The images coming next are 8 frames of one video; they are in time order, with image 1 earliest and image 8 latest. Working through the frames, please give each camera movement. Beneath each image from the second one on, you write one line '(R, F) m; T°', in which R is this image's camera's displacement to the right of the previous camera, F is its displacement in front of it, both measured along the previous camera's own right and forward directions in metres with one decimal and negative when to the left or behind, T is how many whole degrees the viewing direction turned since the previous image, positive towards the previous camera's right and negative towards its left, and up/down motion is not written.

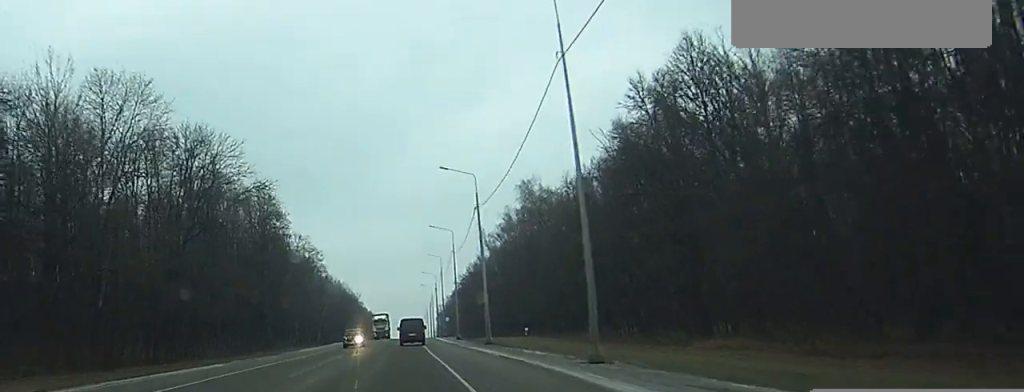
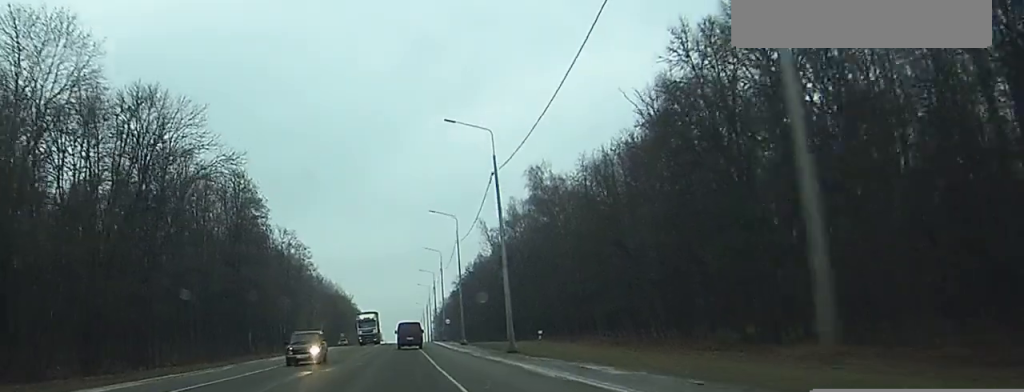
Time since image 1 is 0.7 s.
(0.0, +14.9) m; 0°
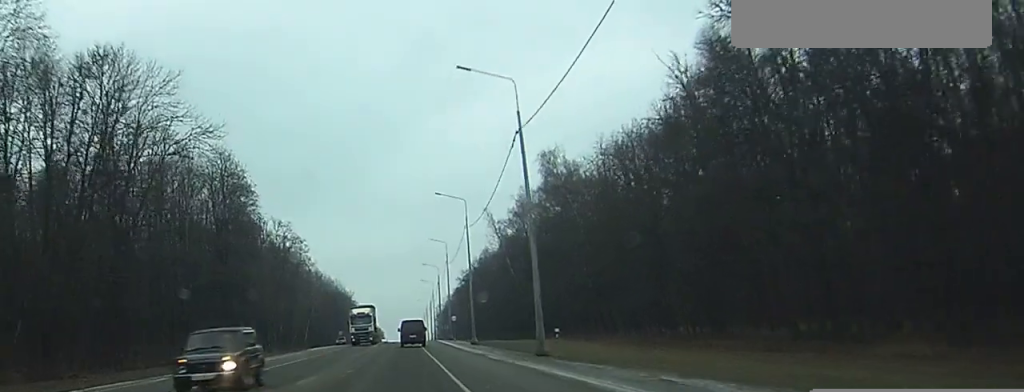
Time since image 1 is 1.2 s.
(0.0, +9.4) m; 0°
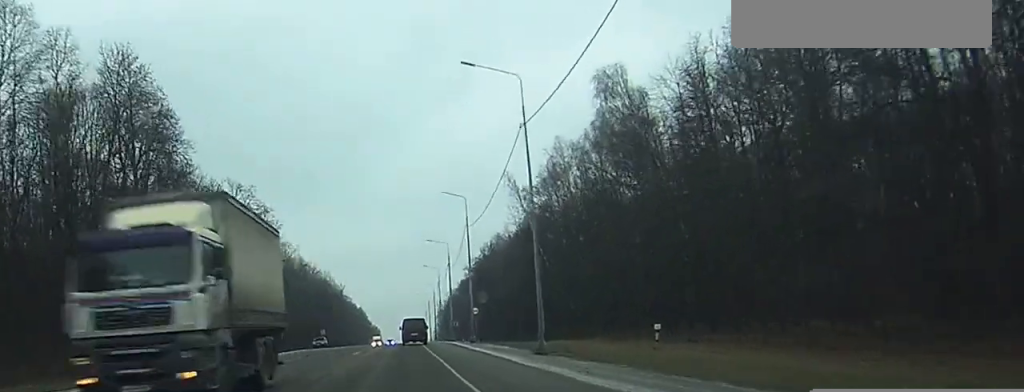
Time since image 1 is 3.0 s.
(0.0, +35.5) m; 0°
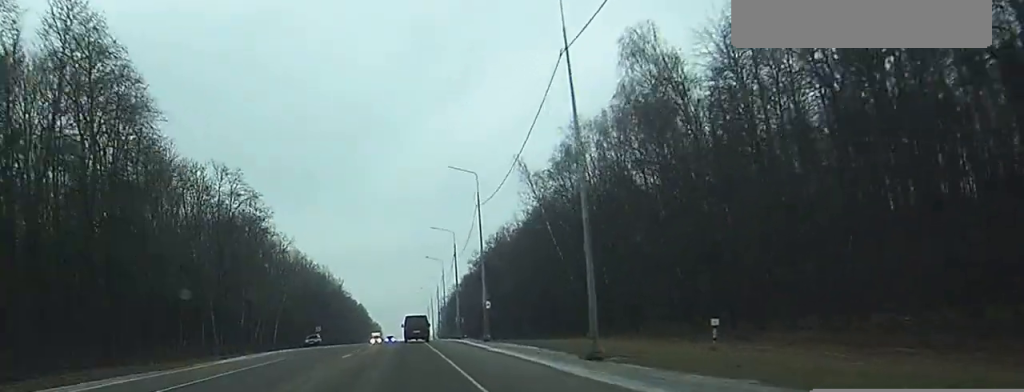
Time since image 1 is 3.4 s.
(0.0, +9.3) m; 0°
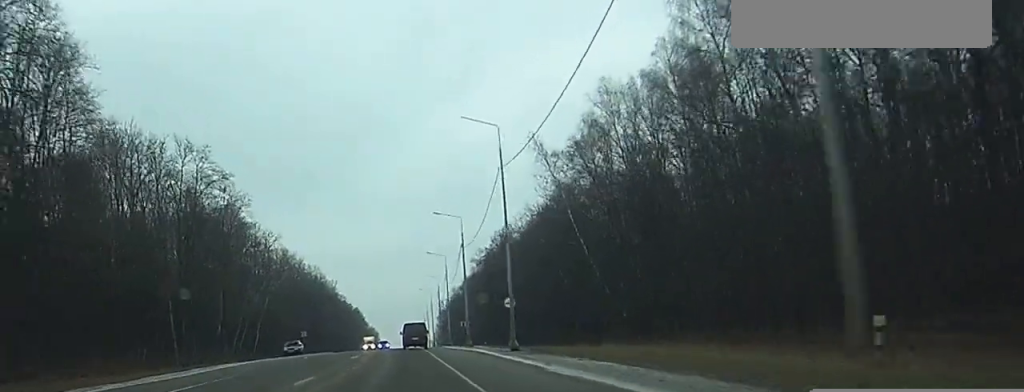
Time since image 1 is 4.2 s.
(0.0, +15.9) m; 0°
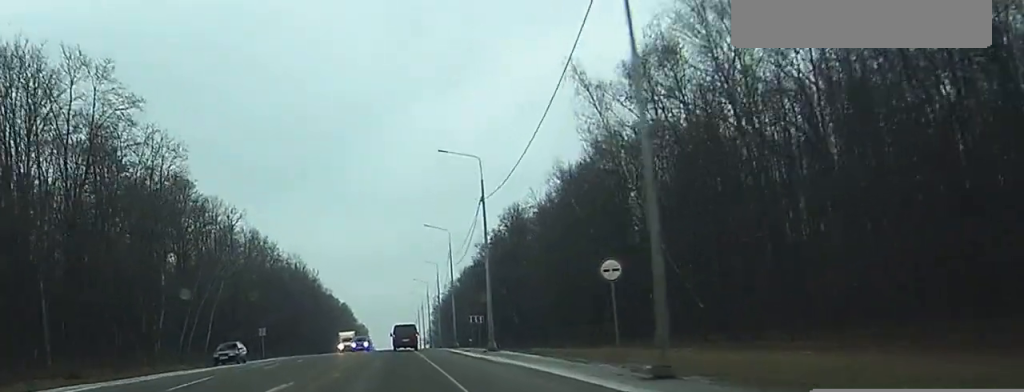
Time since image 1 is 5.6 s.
(+0.1, +27.7) m; 0°
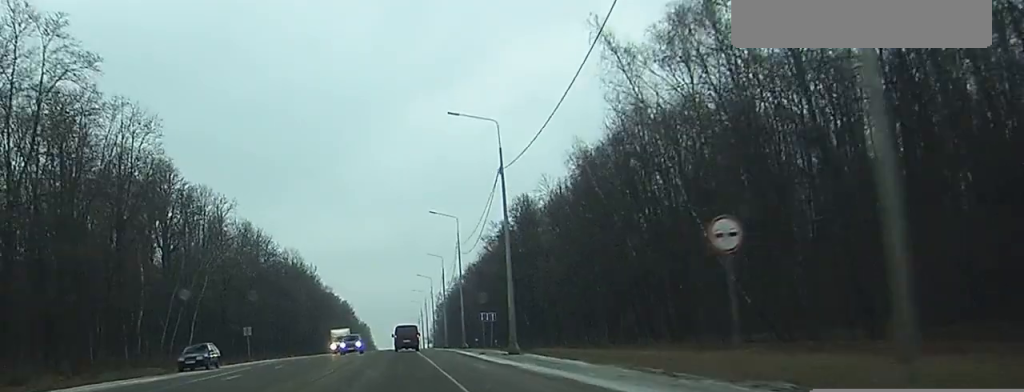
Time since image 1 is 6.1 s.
(0.0, +9.2) m; 0°
